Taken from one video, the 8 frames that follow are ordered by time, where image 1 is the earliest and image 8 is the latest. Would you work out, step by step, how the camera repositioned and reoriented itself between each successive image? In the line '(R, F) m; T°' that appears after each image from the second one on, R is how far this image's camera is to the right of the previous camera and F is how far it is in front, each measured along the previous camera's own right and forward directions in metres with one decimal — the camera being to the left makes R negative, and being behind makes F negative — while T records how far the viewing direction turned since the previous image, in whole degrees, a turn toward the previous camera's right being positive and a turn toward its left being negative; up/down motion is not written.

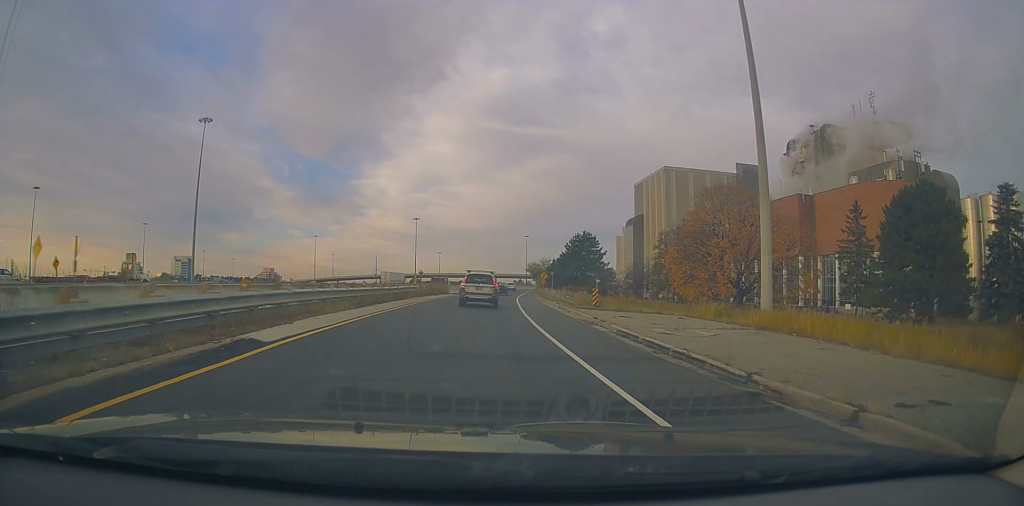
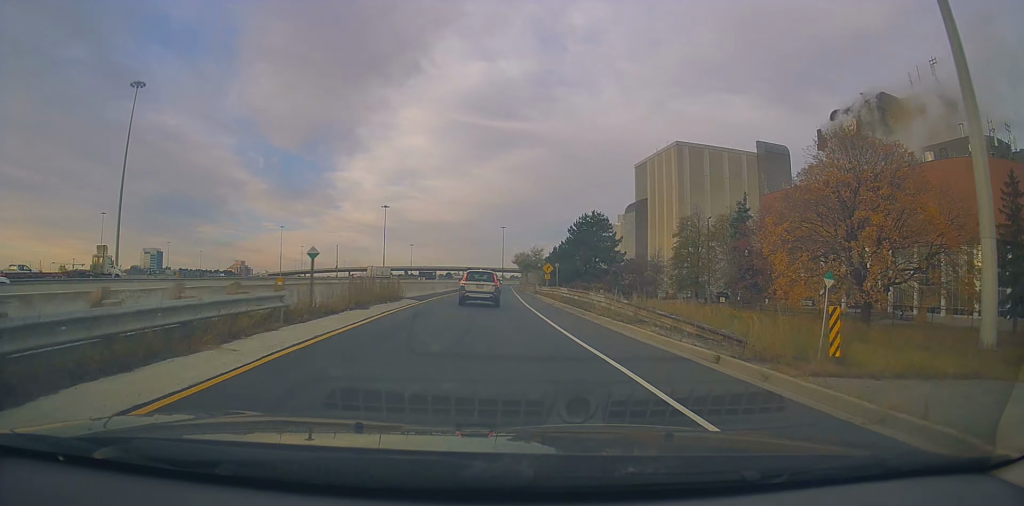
(+0.3, +22.7) m; +2°
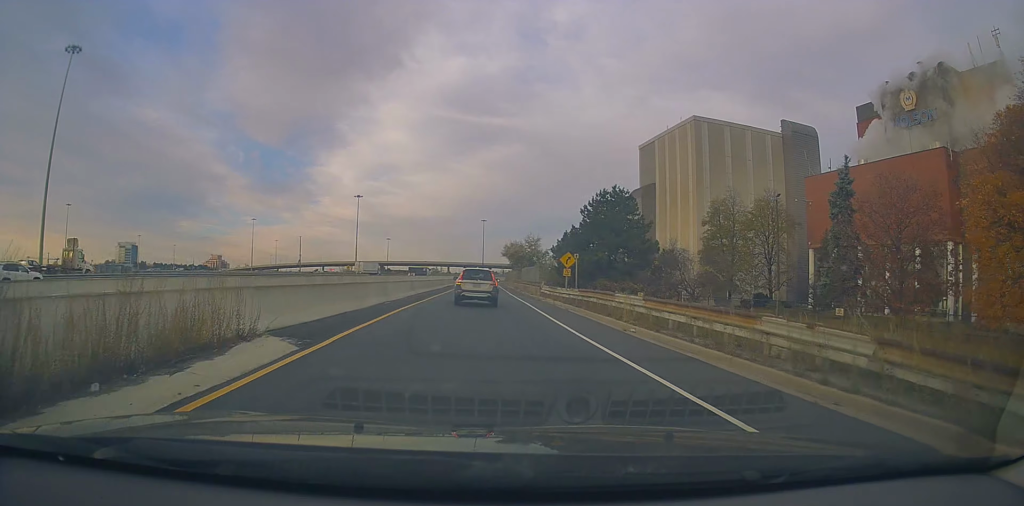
(+0.3, +17.8) m; +2°
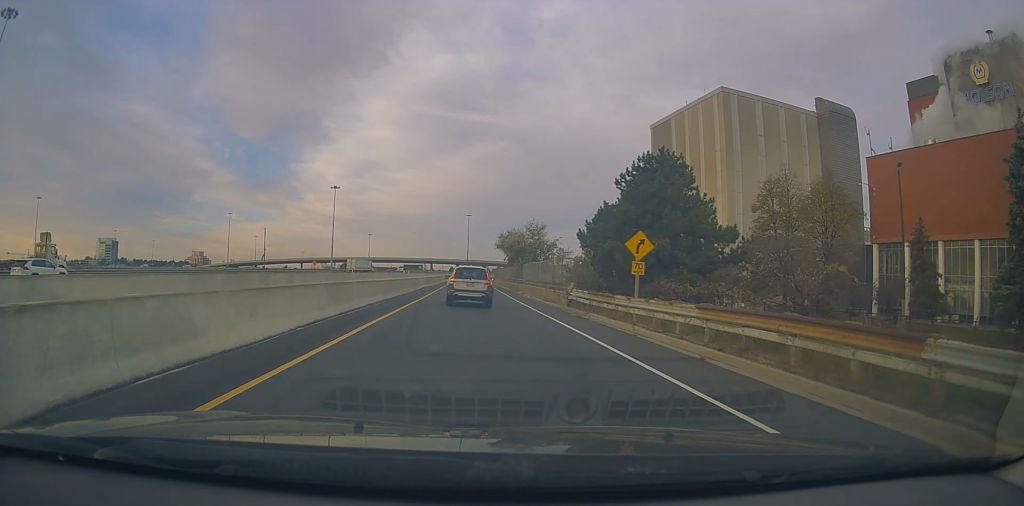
(+0.5, +16.5) m; +2°
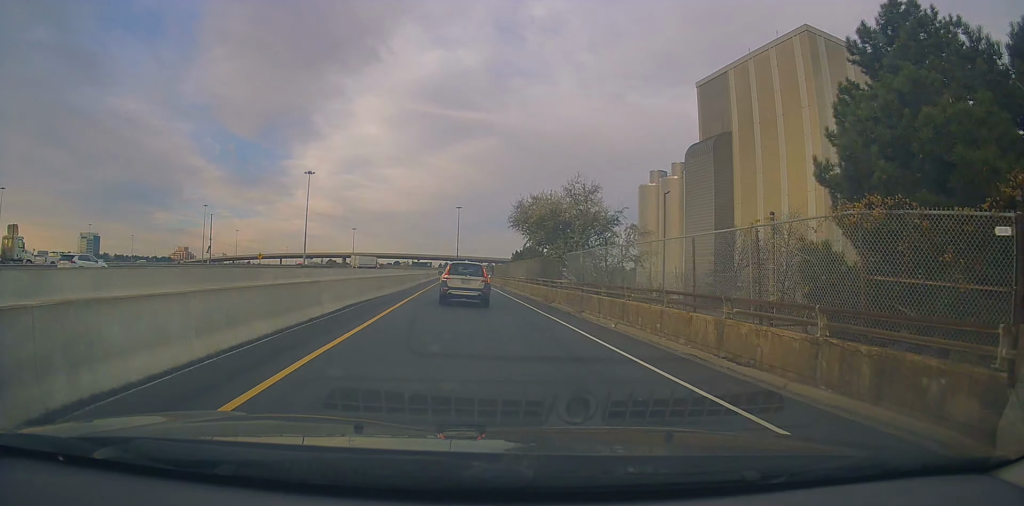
(+0.4, +25.3) m; +1°
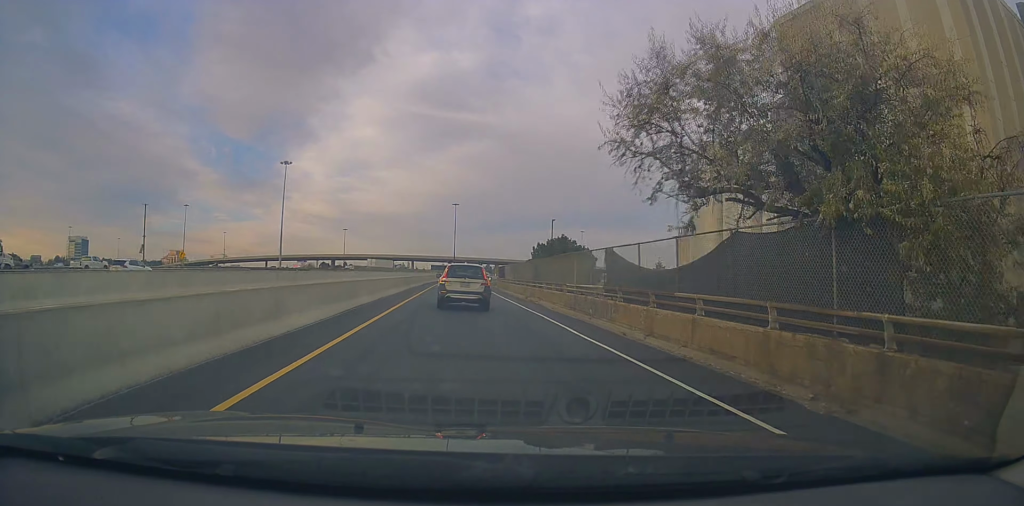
(+0.1, +25.6) m; +1°
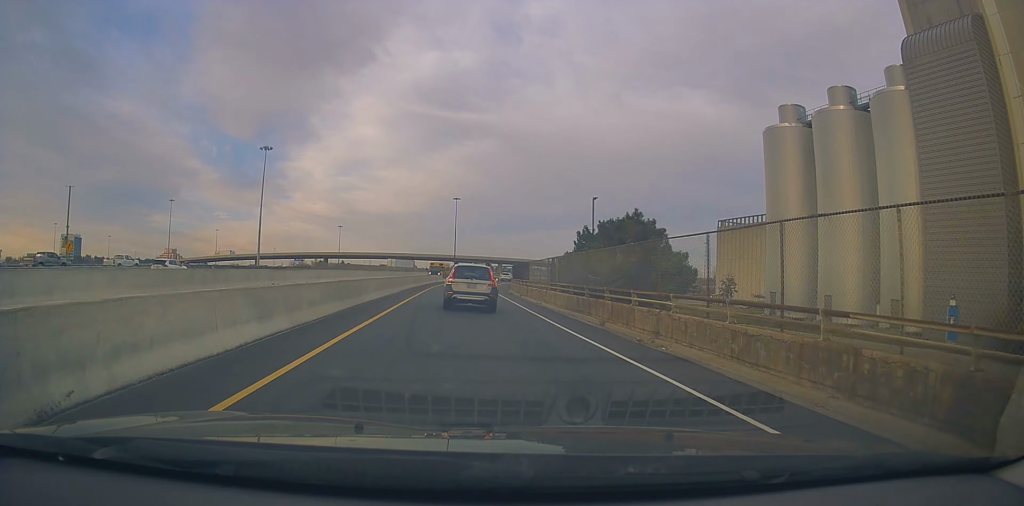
(+0.1, +20.5) m; +1°
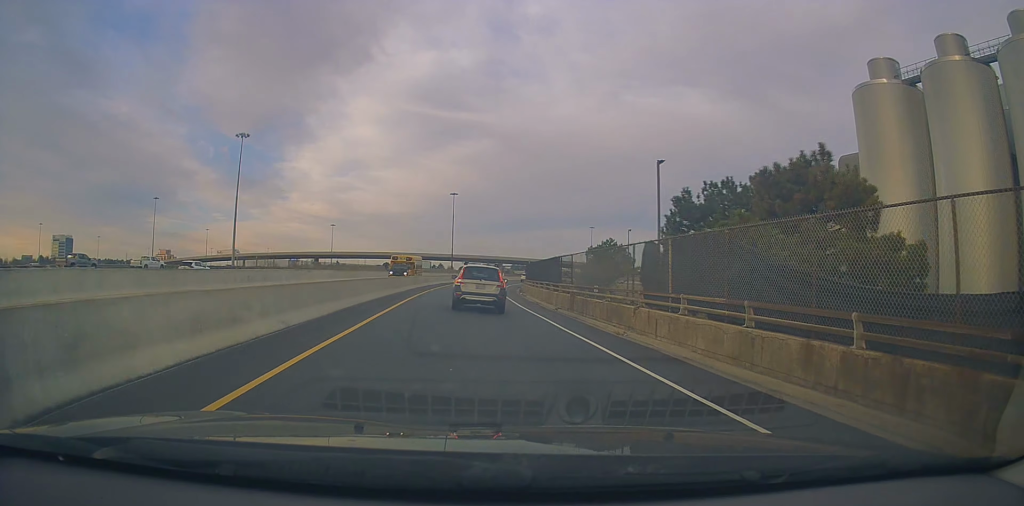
(+0.2, +16.4) m; +1°
